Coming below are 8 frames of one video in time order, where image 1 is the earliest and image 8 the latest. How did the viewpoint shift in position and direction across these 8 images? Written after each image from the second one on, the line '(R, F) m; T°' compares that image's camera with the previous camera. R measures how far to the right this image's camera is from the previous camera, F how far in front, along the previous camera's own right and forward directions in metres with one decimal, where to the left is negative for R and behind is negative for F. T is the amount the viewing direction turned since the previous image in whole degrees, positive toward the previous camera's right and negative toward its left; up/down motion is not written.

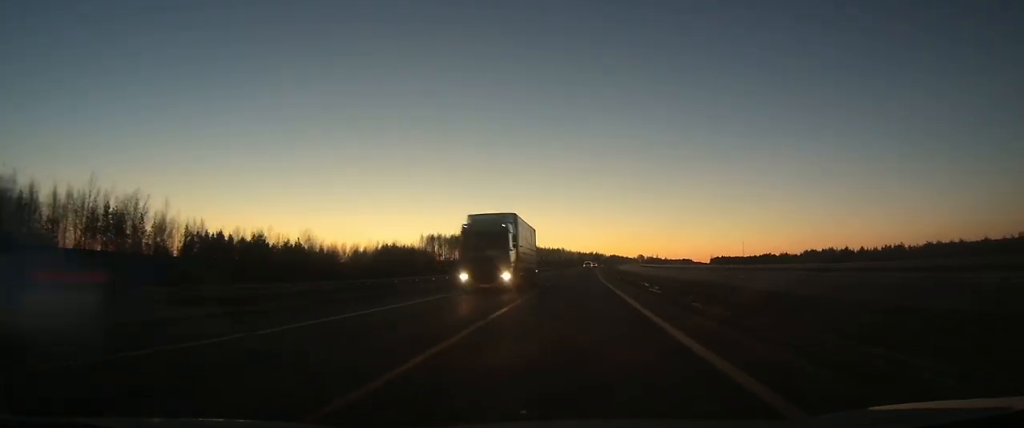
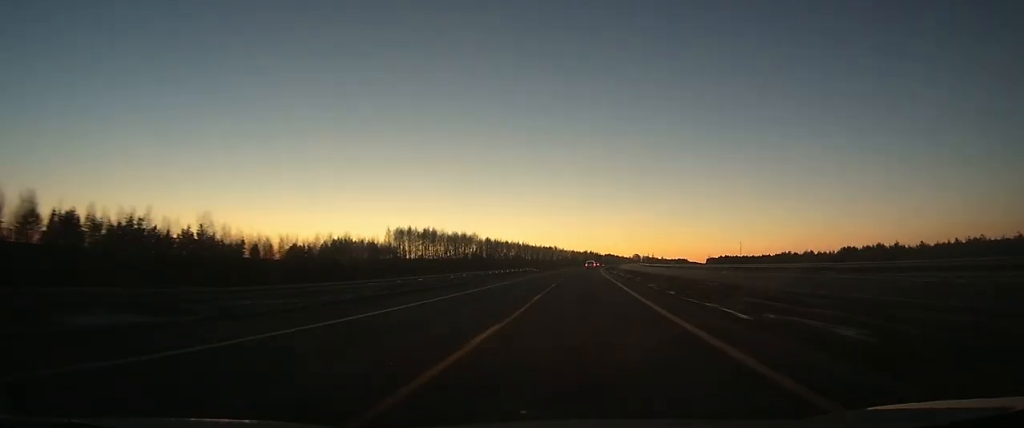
(0.0, +40.7) m; 0°
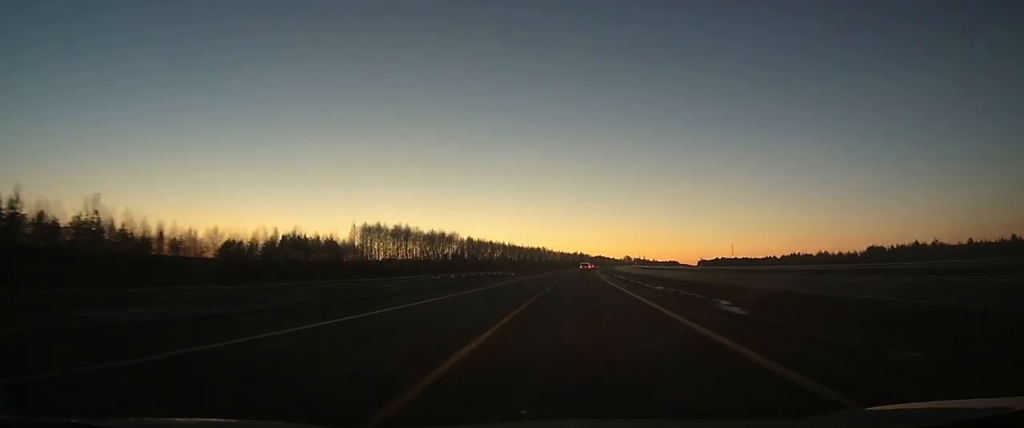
(-0.1, +26.5) m; +1°
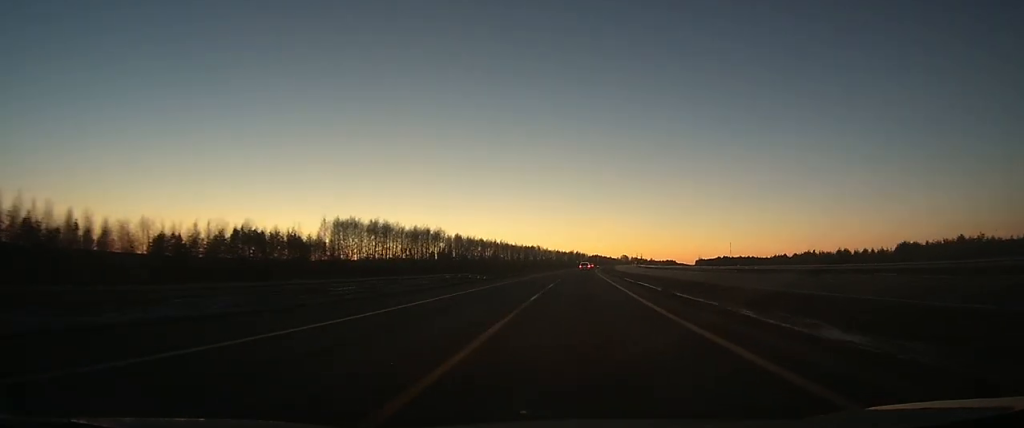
(+0.1, +21.8) m; +1°
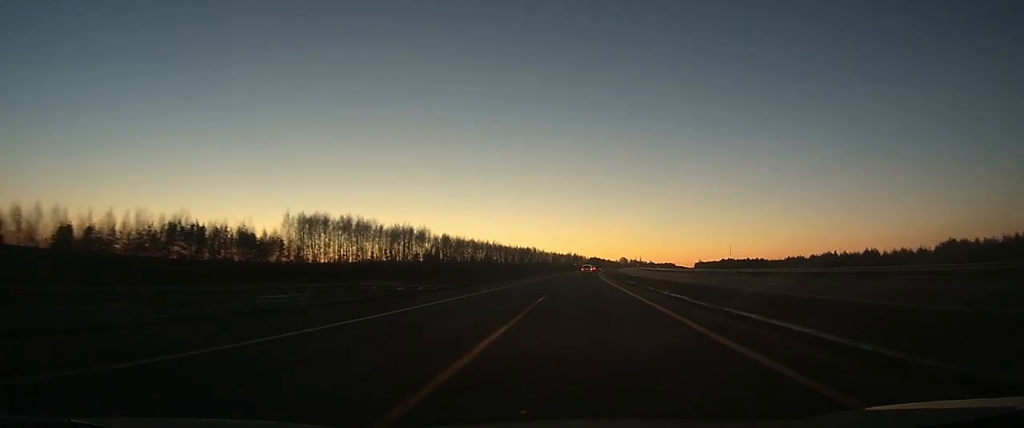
(+0.2, +23.2) m; +1°
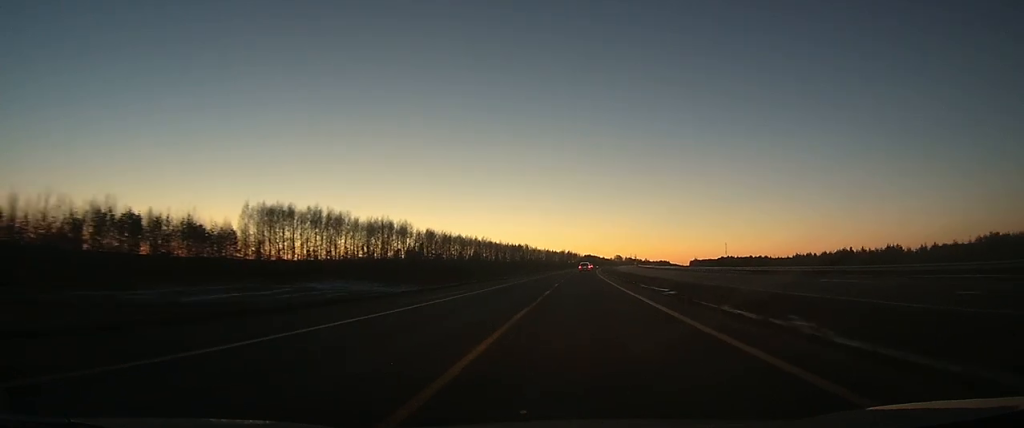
(+0.1, +18.5) m; 0°
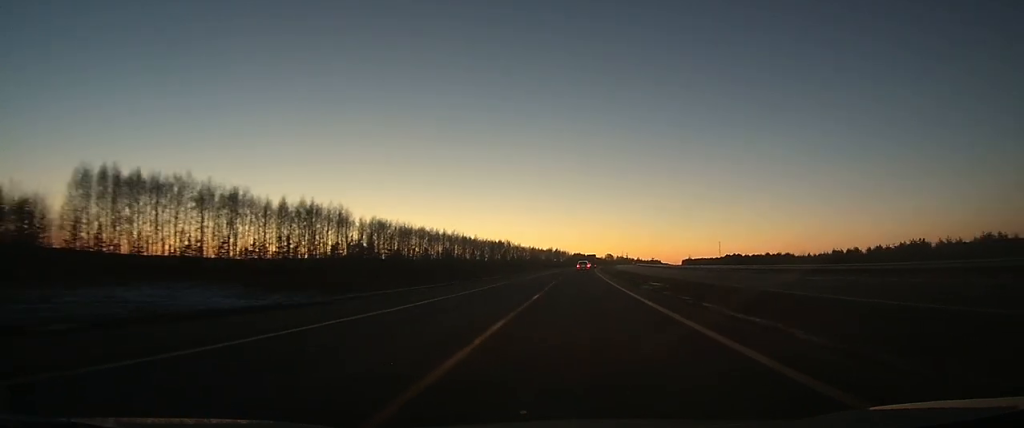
(+0.5, +52.0) m; +1°
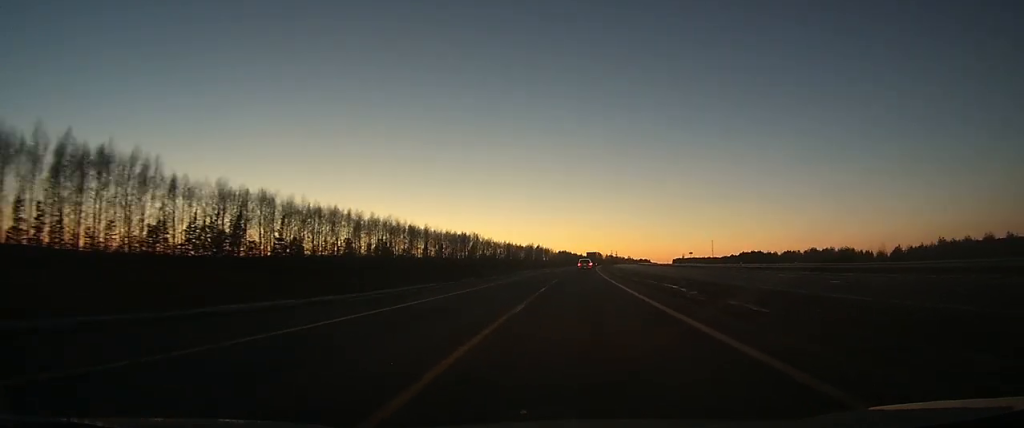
(+1.1, +78.0) m; +2°
